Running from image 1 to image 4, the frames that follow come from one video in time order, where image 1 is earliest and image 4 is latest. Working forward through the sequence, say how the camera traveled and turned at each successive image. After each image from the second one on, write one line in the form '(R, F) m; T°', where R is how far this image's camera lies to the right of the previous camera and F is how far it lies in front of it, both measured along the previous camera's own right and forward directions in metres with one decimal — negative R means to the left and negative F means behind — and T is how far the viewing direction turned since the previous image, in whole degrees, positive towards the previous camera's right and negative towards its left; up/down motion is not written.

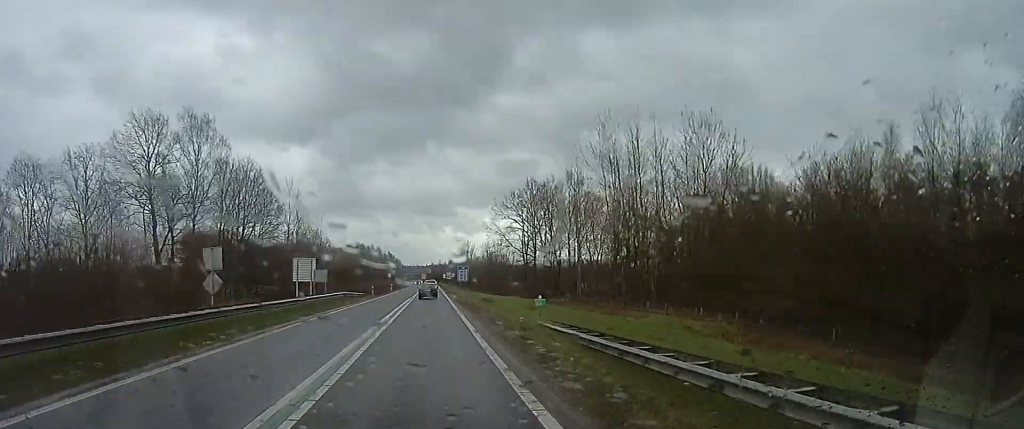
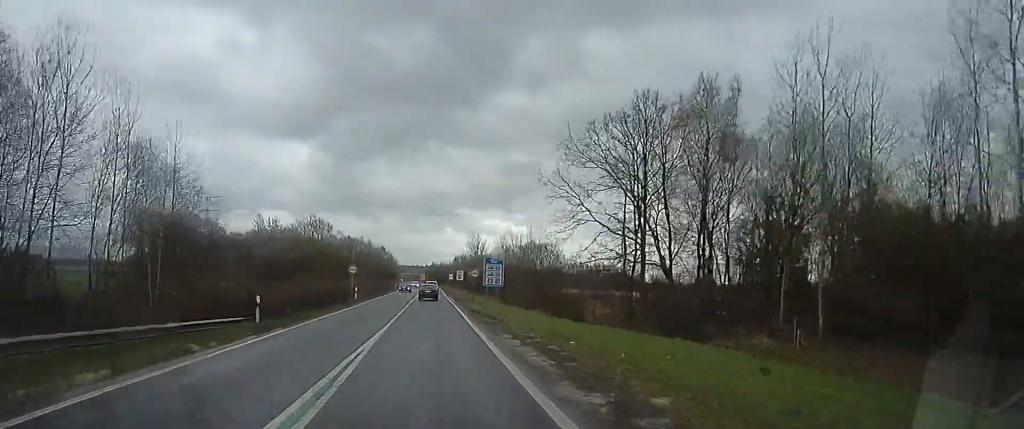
(0.0, +39.3) m; 0°
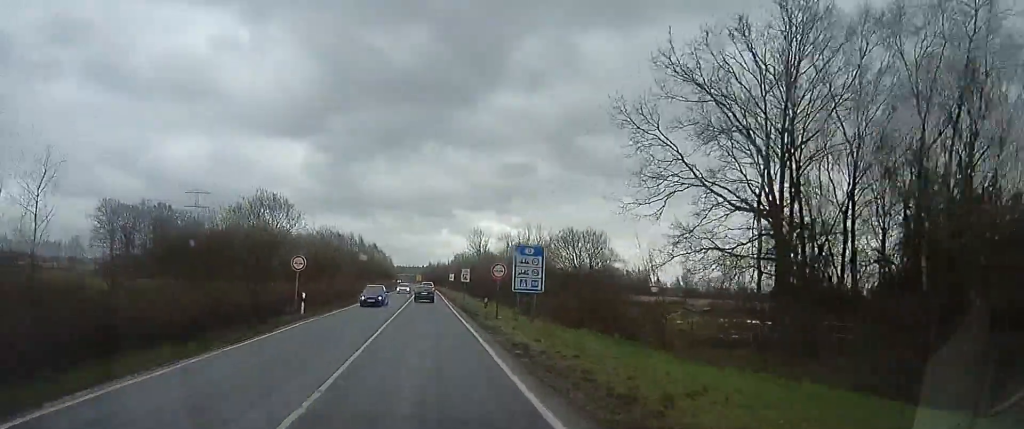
(+0.1, +16.6) m; -3°
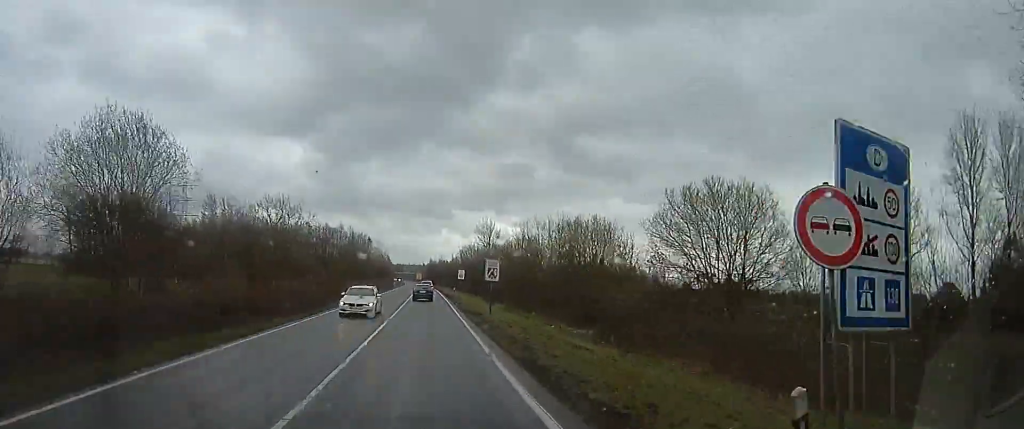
(-1.3, +21.4) m; +1°
